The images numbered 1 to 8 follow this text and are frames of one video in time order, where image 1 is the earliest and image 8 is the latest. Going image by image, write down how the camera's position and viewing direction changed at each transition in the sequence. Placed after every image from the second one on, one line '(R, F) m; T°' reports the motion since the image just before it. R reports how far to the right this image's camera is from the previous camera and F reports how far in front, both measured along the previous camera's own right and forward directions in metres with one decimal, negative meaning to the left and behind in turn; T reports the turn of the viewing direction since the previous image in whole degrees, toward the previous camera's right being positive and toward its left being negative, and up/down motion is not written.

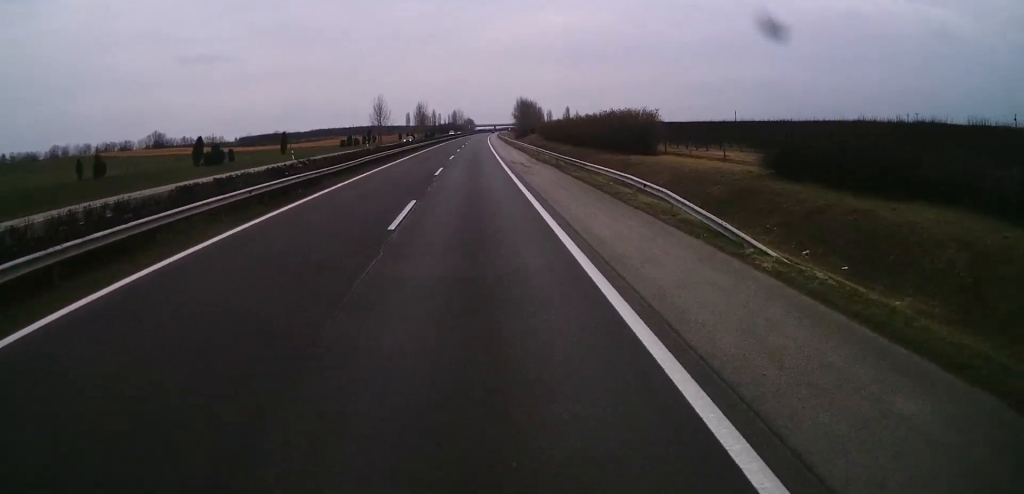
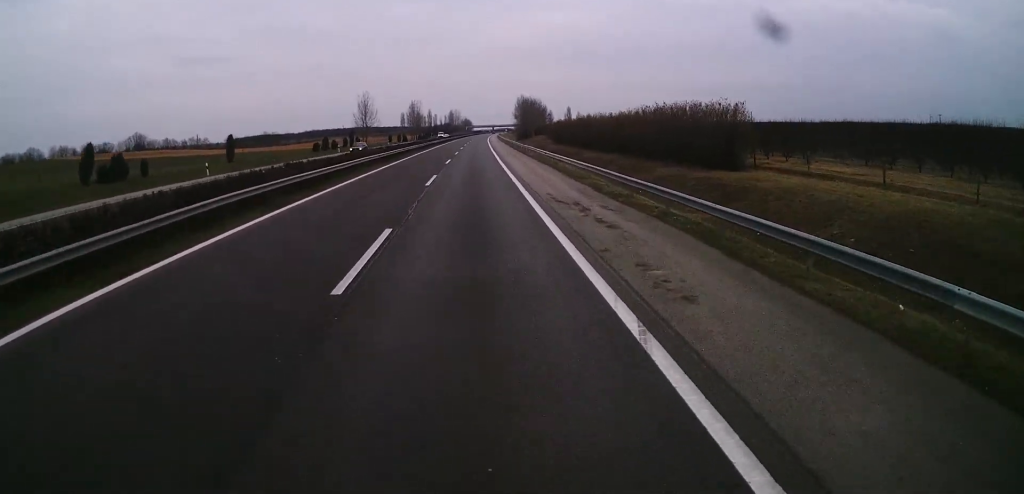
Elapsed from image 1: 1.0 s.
(+0.3, +23.9) m; +2°
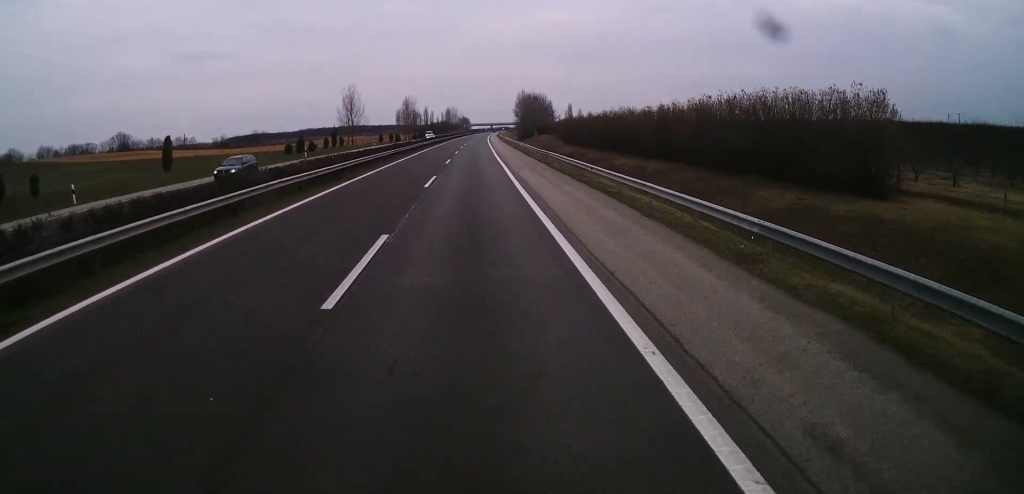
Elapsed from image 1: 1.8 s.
(+0.5, +18.5) m; +1°
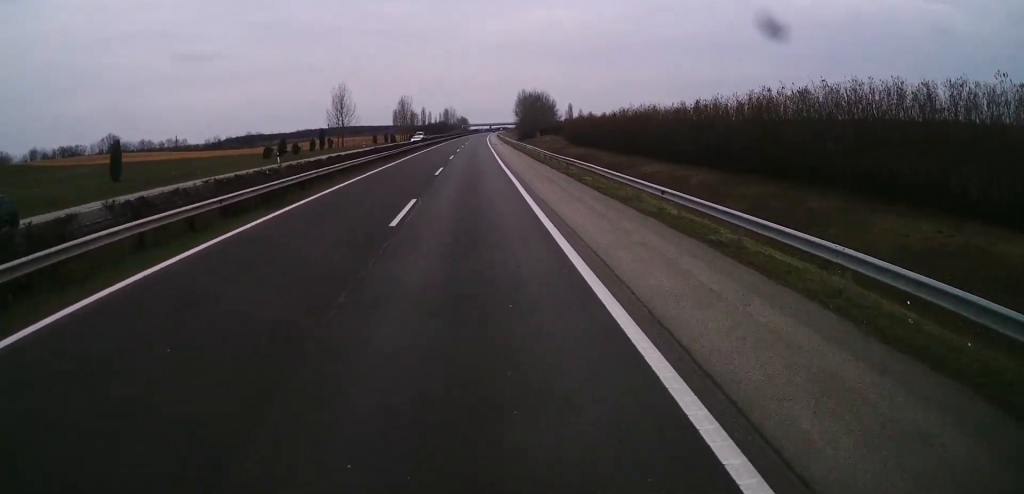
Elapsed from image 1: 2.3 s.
(+0.1, +10.8) m; 0°
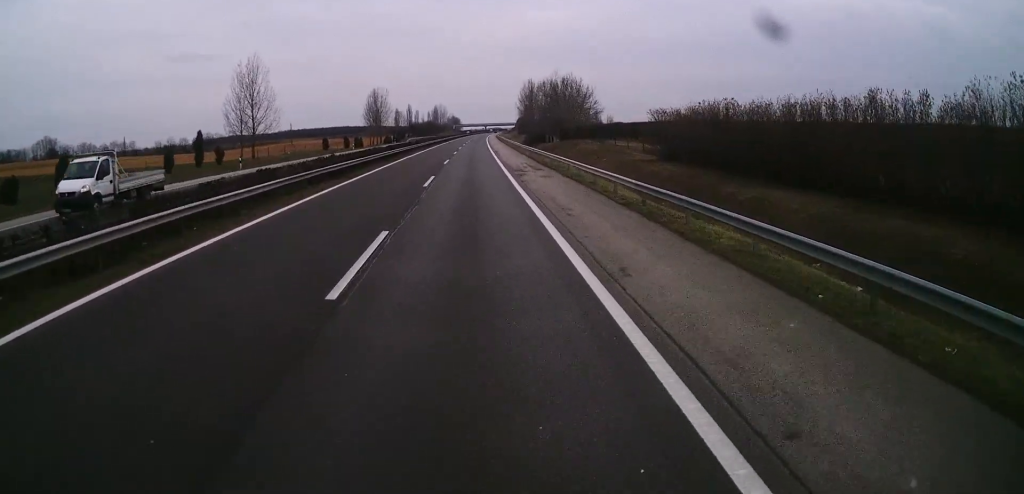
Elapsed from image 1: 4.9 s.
(-0.8, +60.7) m; -1°
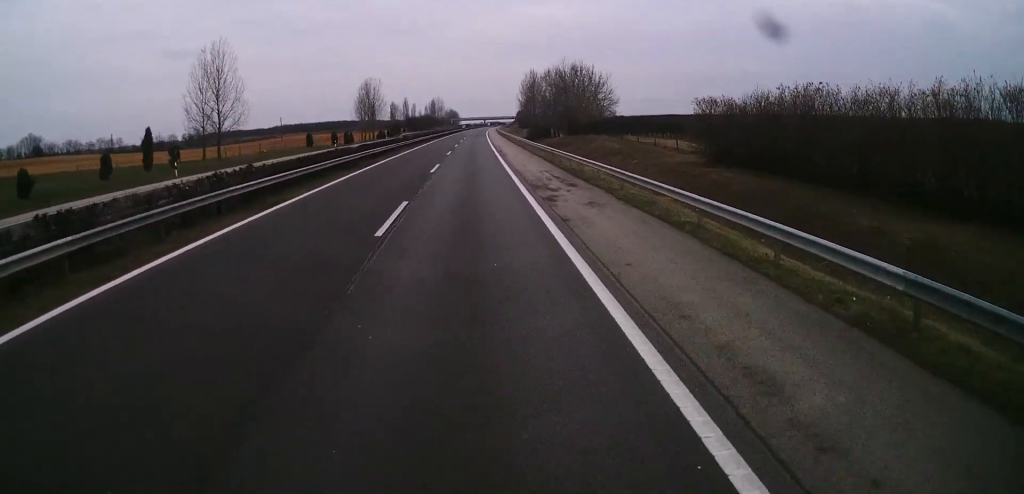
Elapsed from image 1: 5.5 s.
(-0.1, +13.1) m; 0°
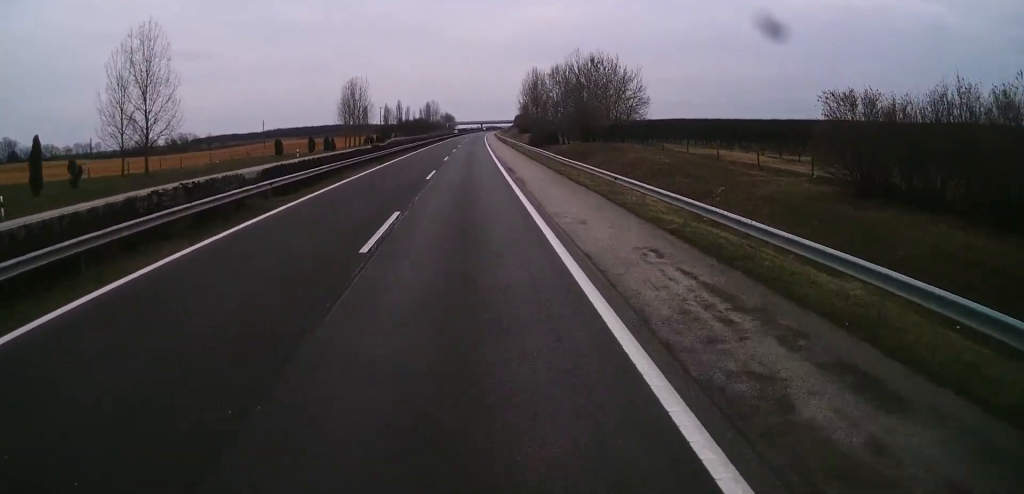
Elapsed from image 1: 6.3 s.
(-0.2, +19.2) m; 0°
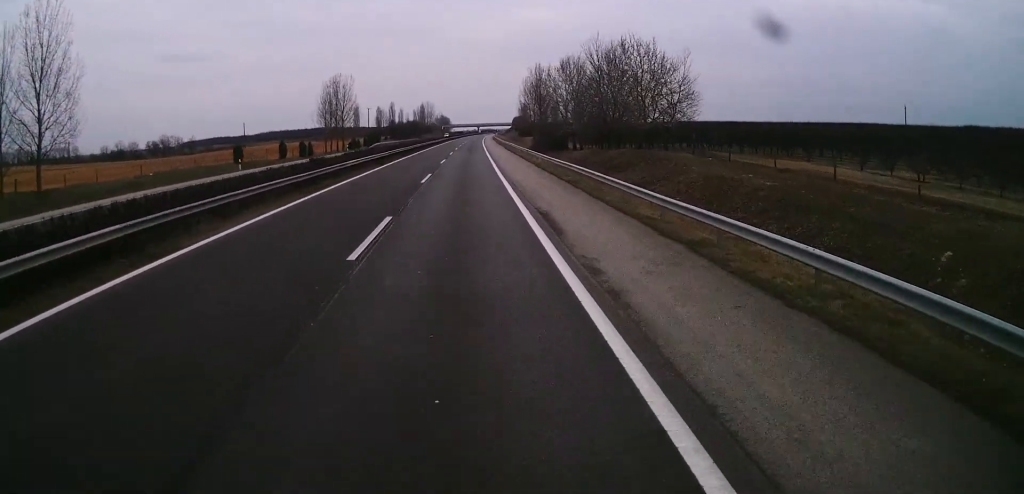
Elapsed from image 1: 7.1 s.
(+0.4, +18.5) m; +1°
